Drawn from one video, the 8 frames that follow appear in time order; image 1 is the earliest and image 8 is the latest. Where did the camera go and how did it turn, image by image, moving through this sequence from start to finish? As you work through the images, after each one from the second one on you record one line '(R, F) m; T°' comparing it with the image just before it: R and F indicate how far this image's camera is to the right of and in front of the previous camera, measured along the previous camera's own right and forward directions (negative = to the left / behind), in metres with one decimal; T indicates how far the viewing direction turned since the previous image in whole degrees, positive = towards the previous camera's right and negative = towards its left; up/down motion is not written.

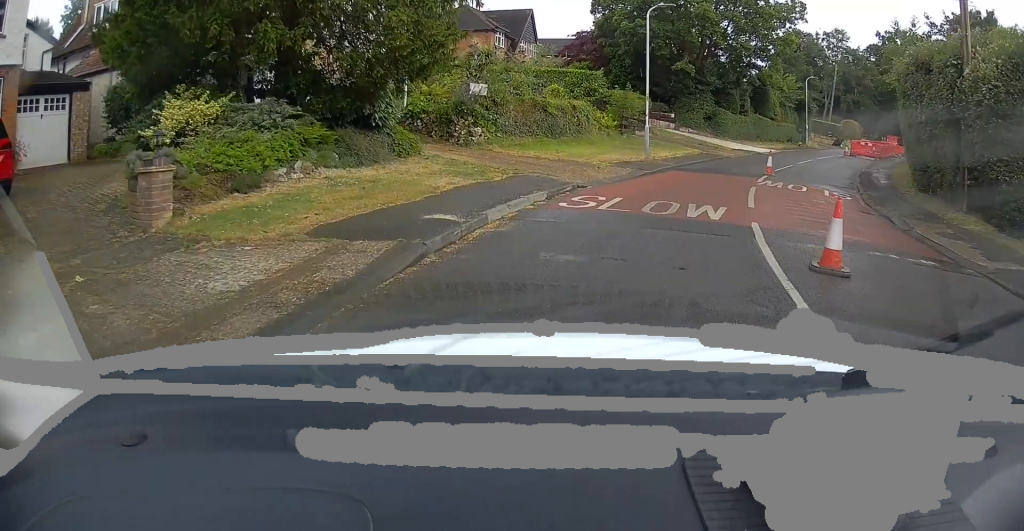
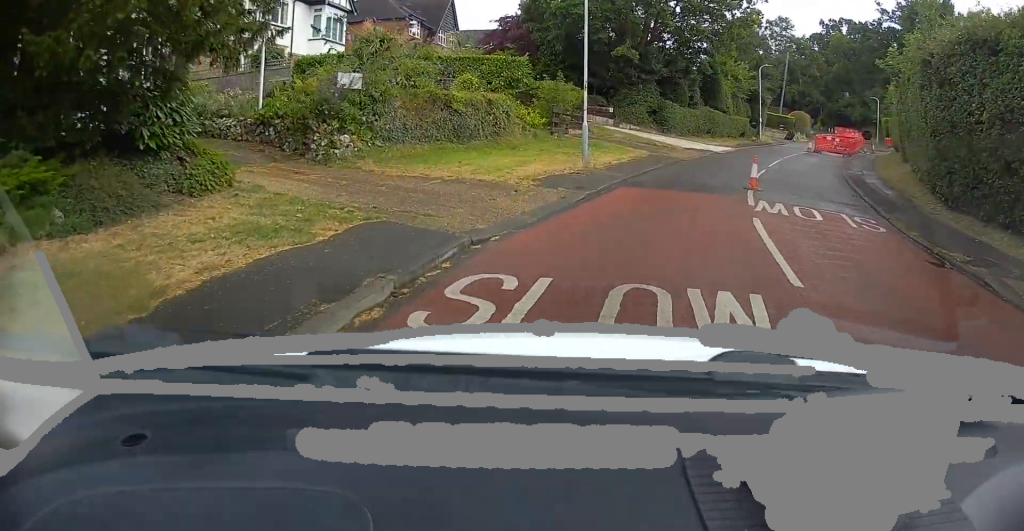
(+0.3, +5.6) m; +5°
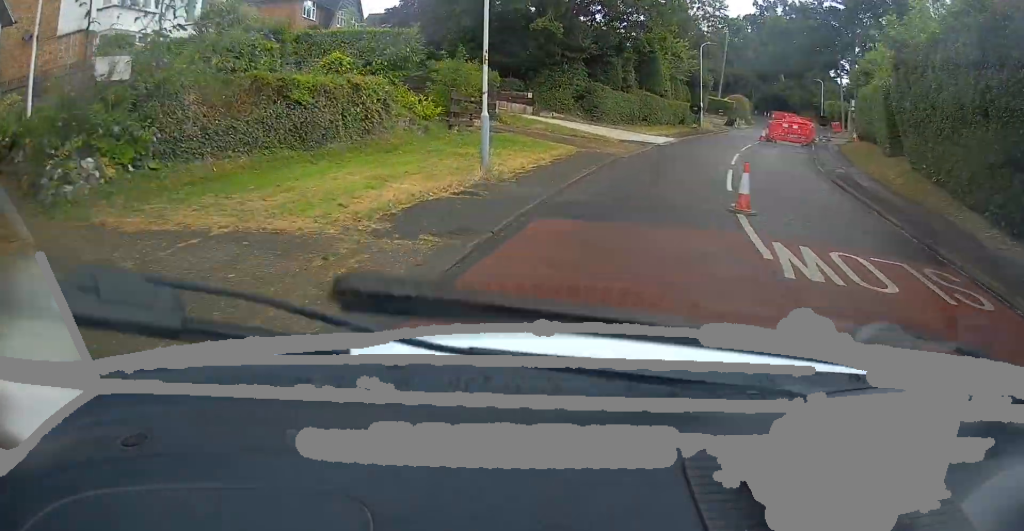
(+0.2, +5.4) m; +6°
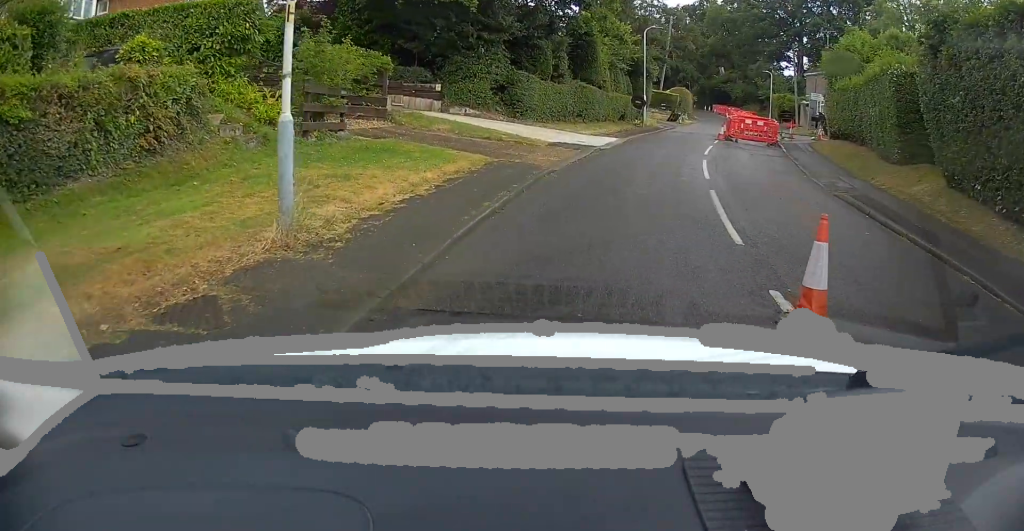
(+0.4, +5.7) m; +8°
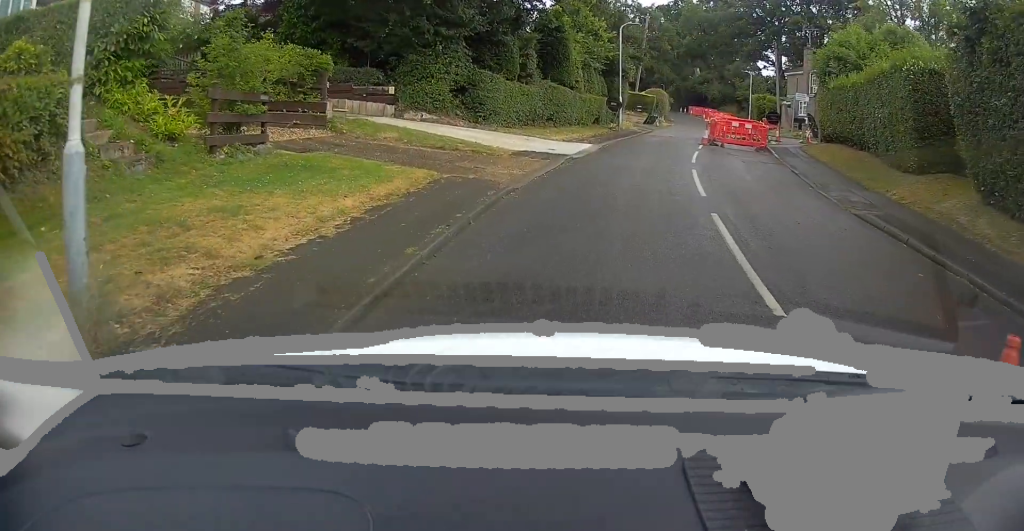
(+0.1, +2.7) m; +3°
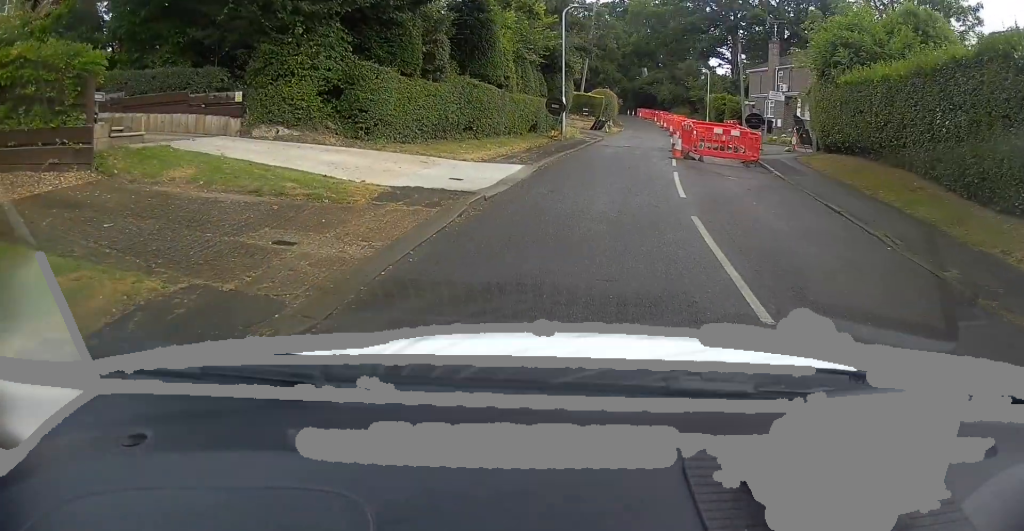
(+0.4, +6.5) m; +5°
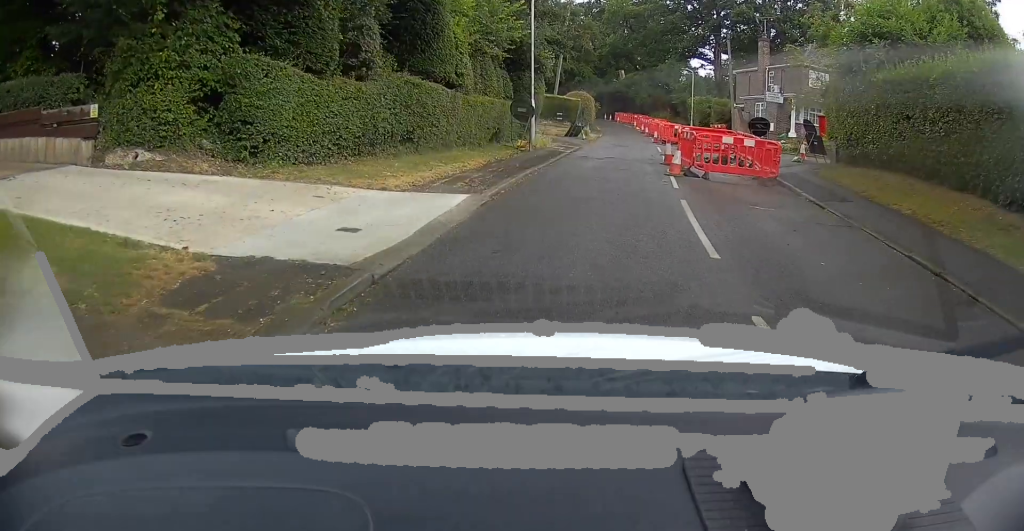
(+0.1, +4.1) m; +2°
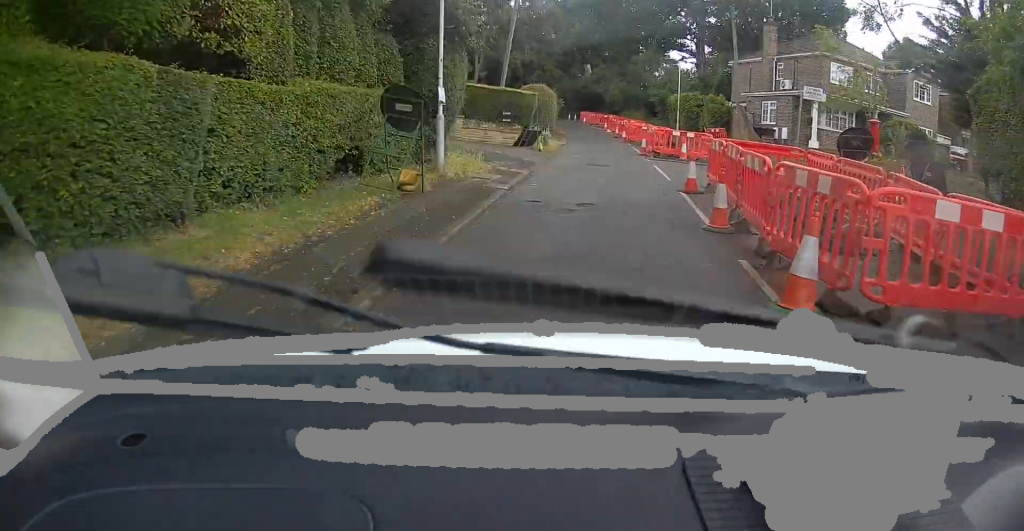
(+0.3, +10.3) m; +3°
